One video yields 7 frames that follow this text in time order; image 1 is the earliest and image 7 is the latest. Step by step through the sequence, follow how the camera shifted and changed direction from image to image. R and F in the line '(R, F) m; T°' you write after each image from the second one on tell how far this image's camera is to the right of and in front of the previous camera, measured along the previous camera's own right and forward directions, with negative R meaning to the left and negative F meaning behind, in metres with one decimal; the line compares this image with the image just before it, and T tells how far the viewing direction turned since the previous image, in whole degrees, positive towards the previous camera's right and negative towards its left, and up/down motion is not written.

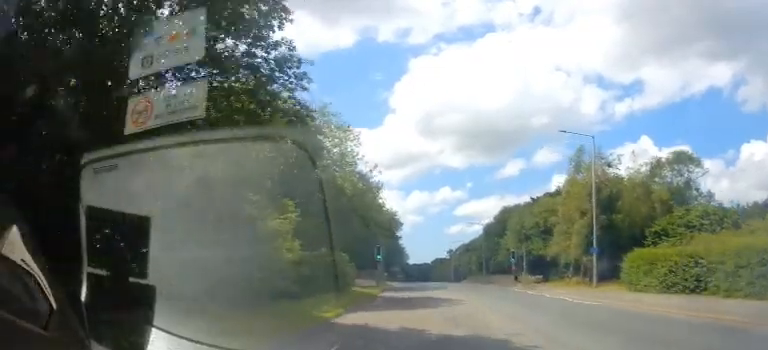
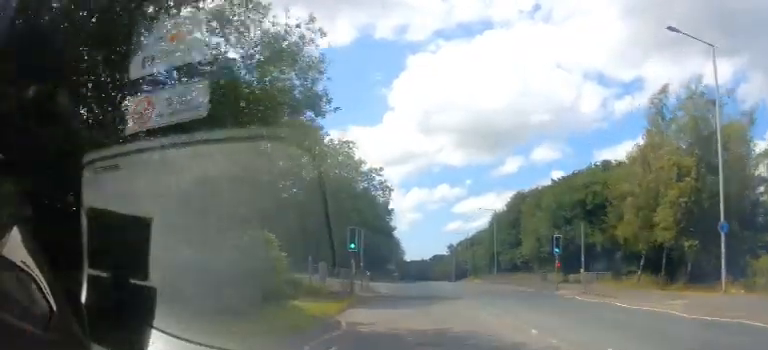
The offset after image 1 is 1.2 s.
(0.0, +13.6) m; -1°
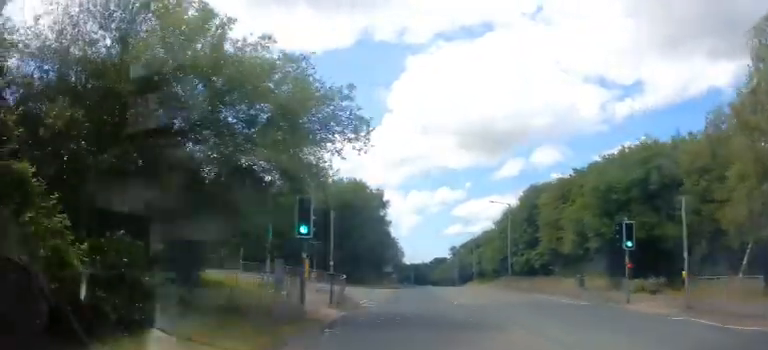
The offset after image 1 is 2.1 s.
(-0.2, +10.0) m; -1°
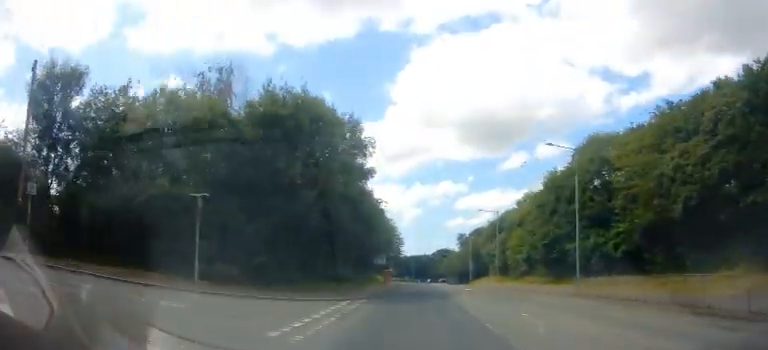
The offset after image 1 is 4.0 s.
(+0.7, +23.0) m; +2°
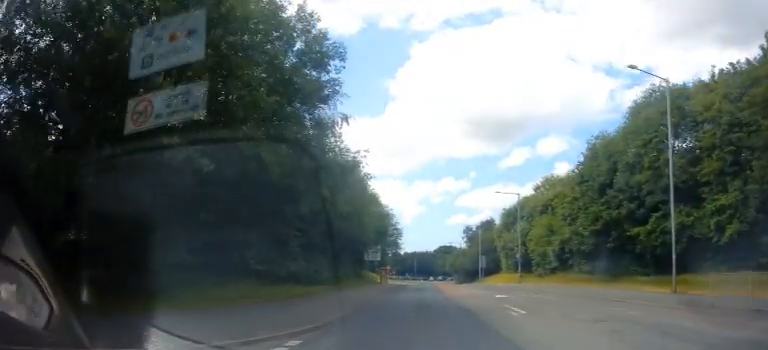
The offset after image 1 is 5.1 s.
(-0.3, +13.1) m; -2°
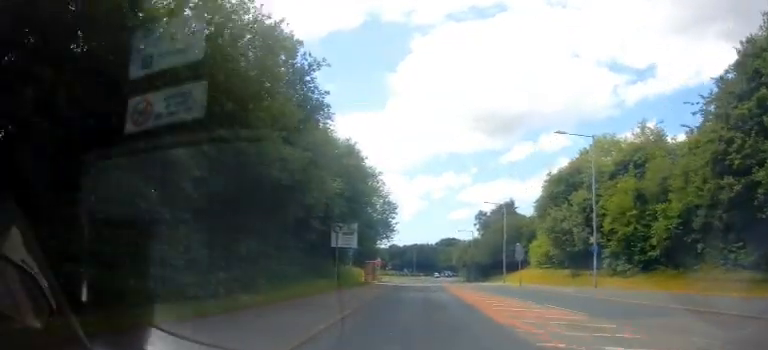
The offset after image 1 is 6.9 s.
(0.0, +22.0) m; 0°
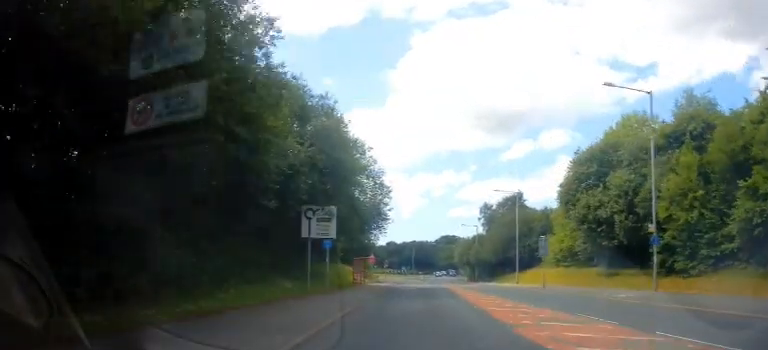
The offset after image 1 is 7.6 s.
(-0.1, +8.2) m; -1°
